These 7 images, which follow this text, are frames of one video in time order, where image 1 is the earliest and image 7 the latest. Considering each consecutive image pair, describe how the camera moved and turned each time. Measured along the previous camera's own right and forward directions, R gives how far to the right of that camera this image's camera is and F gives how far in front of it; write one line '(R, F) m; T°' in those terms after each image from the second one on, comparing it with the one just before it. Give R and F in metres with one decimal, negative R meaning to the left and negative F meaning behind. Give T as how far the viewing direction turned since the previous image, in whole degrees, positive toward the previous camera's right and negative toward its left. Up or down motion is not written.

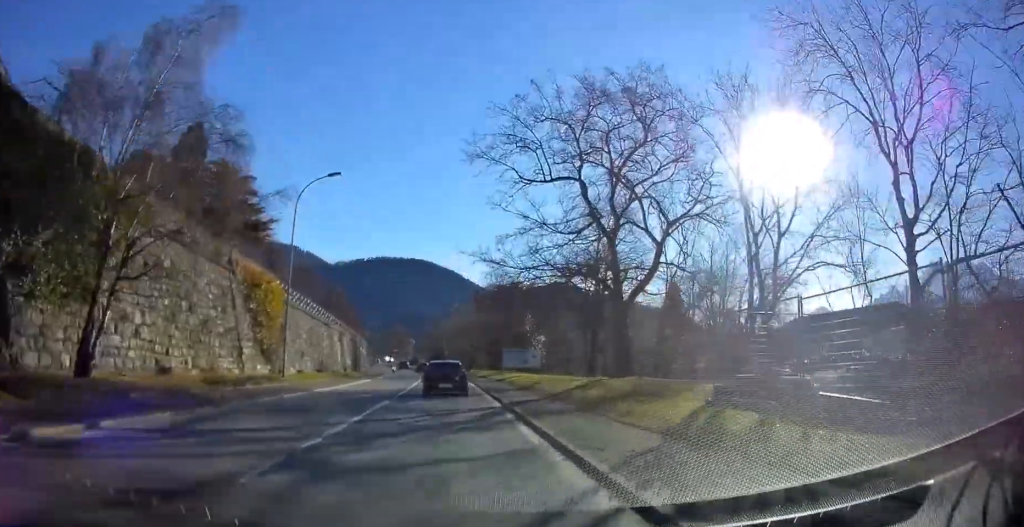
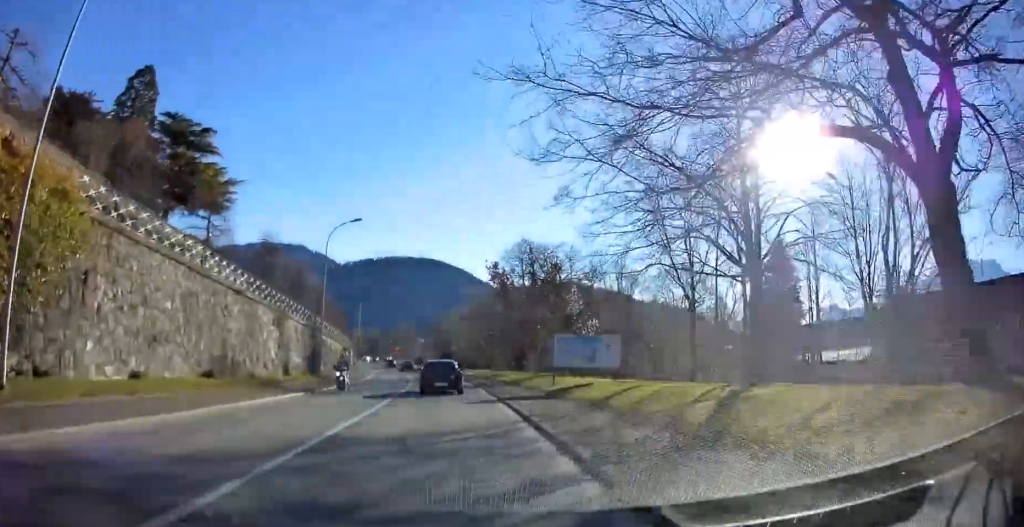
(+0.1, +20.8) m; -2°
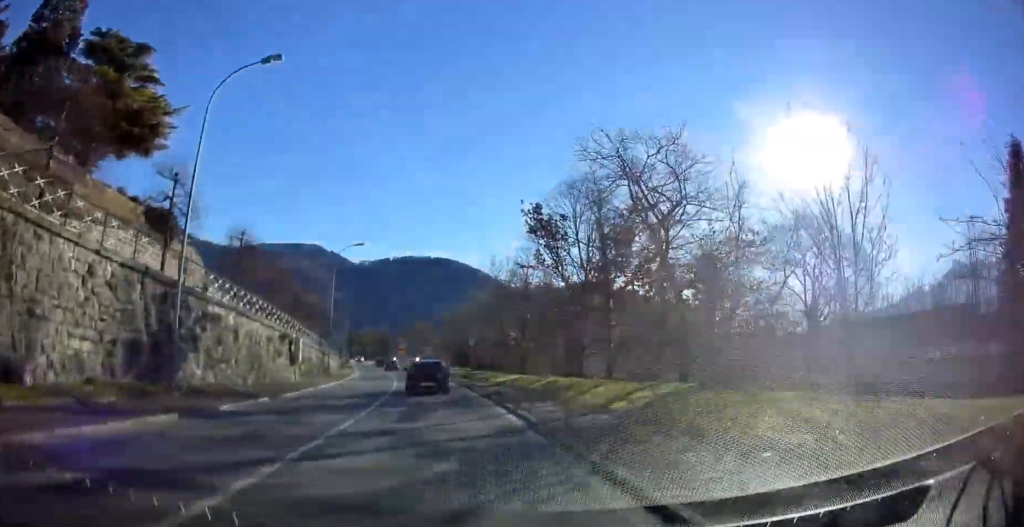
(-0.3, +22.2) m; -1°
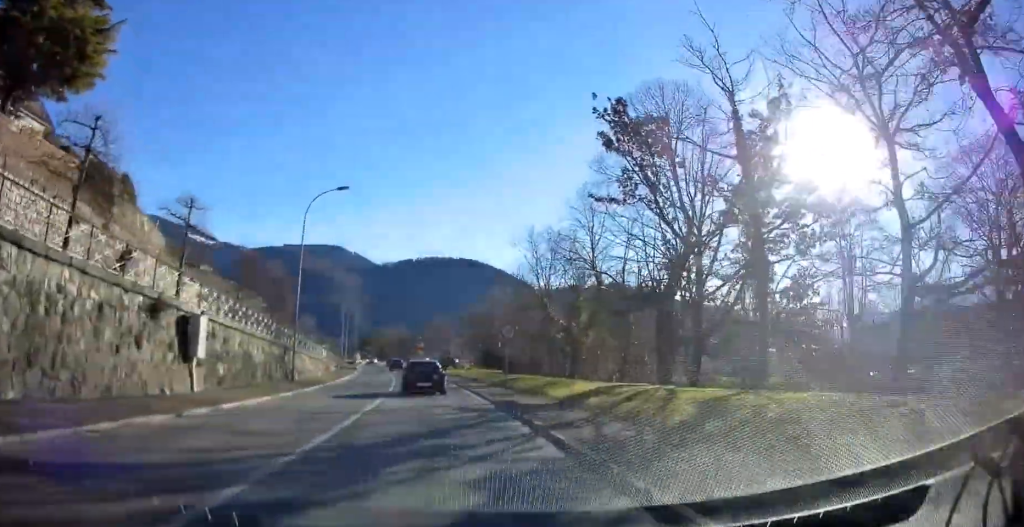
(-0.3, +15.8) m; -1°
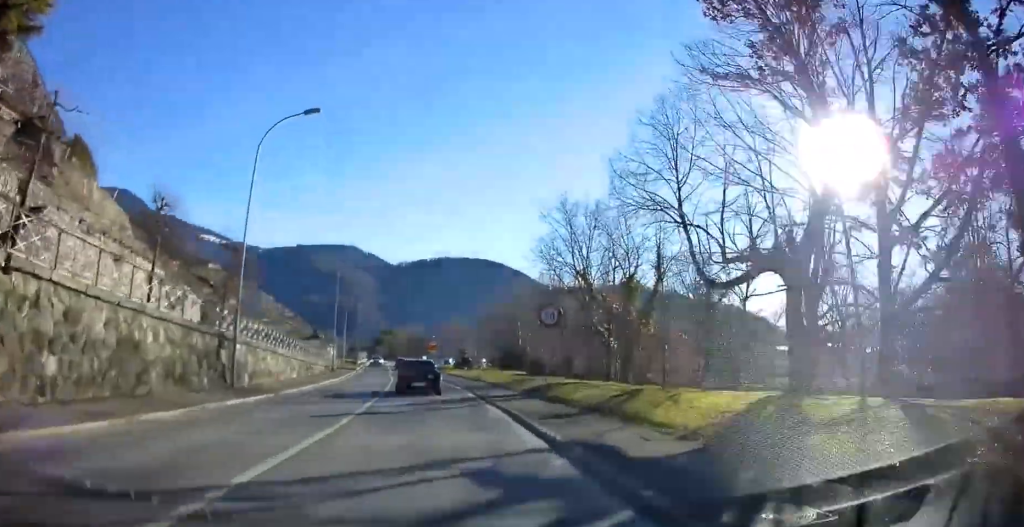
(+0.1, +10.6) m; -1°
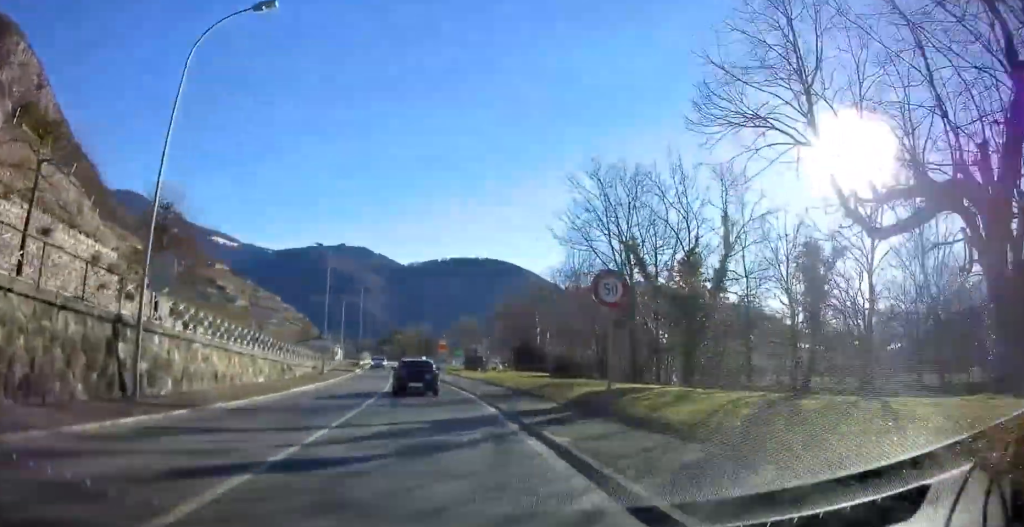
(-0.1, +7.9) m; -1°
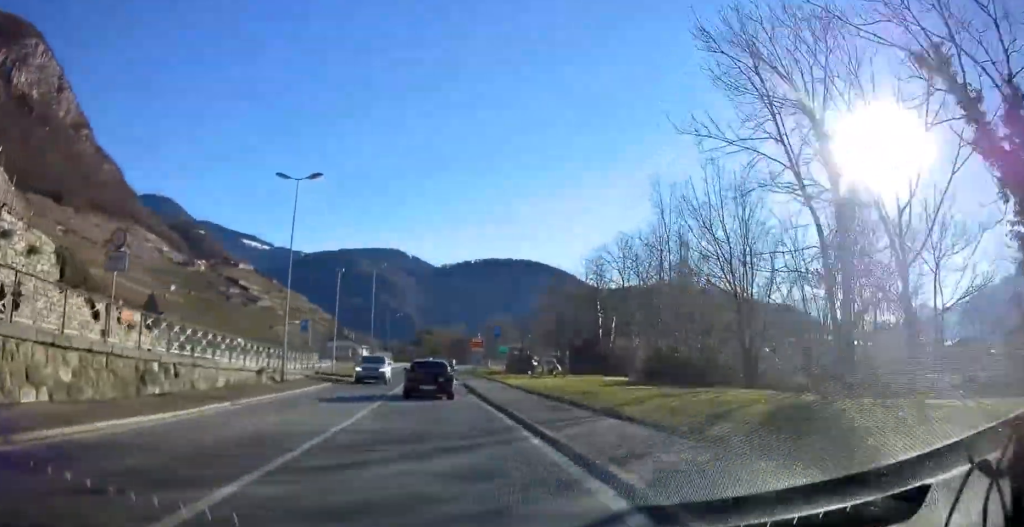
(-0.6, +17.1) m; -4°
